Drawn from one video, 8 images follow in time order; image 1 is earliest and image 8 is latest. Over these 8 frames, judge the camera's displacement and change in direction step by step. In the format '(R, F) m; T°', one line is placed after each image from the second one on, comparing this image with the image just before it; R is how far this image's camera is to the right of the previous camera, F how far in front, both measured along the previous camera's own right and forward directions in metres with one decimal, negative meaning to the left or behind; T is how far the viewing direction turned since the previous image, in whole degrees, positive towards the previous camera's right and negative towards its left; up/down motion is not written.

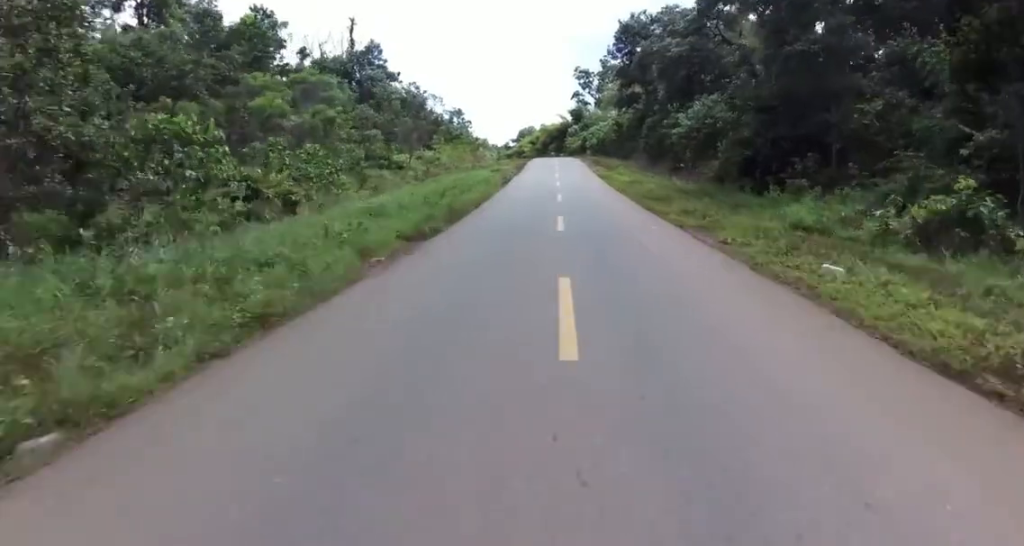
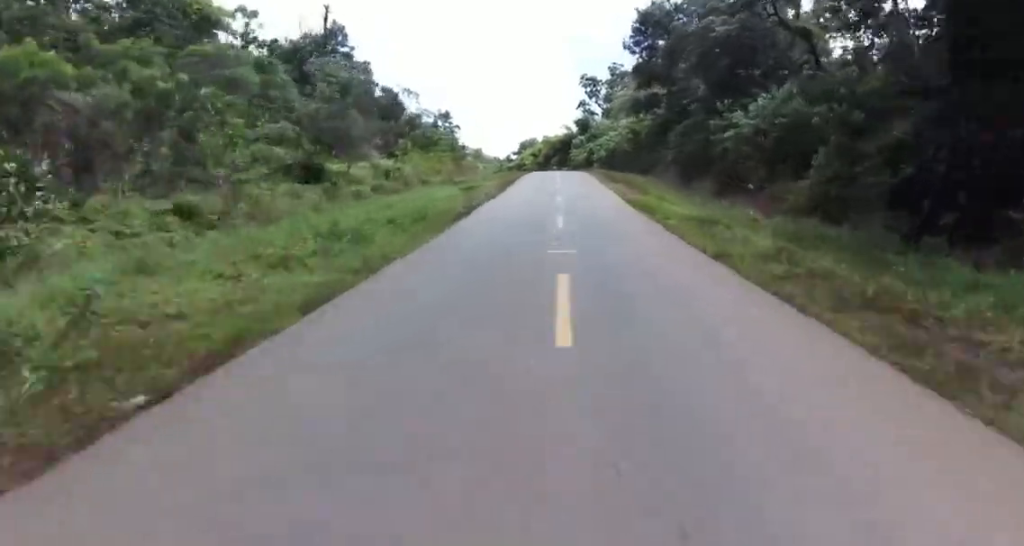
(-0.1, +14.8) m; -1°
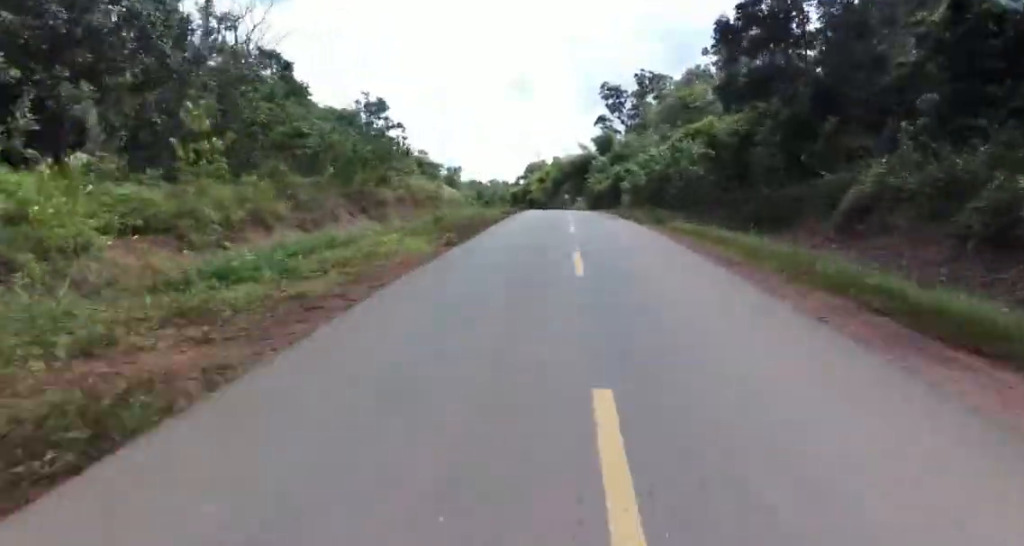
(-0.3, +37.1) m; -1°
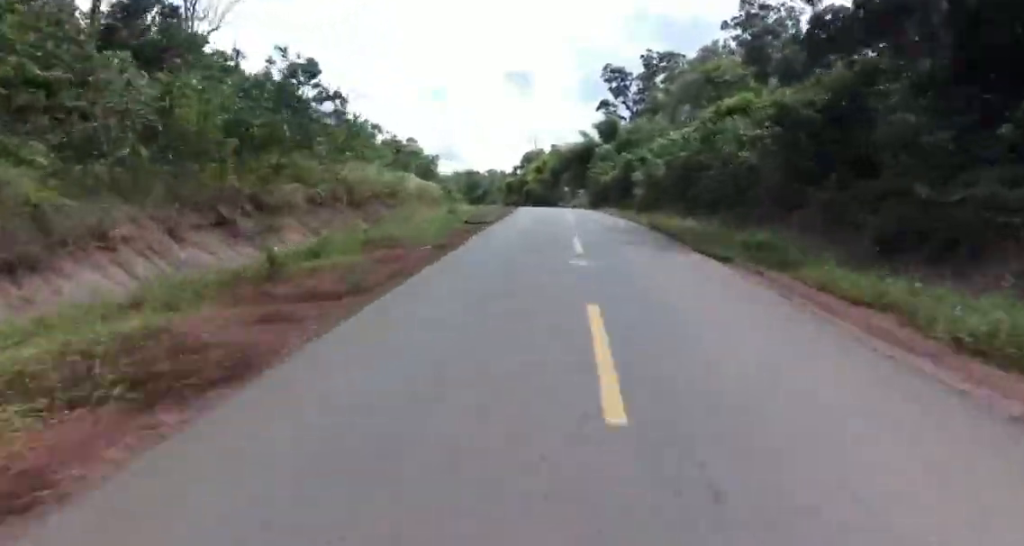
(+0.5, +13.2) m; -1°
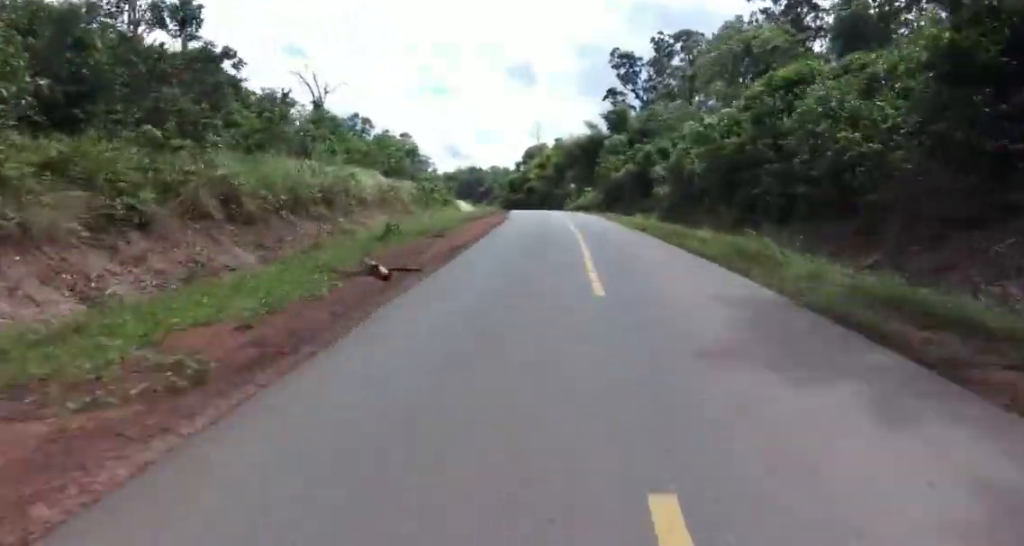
(-0.7, +12.7) m; -2°
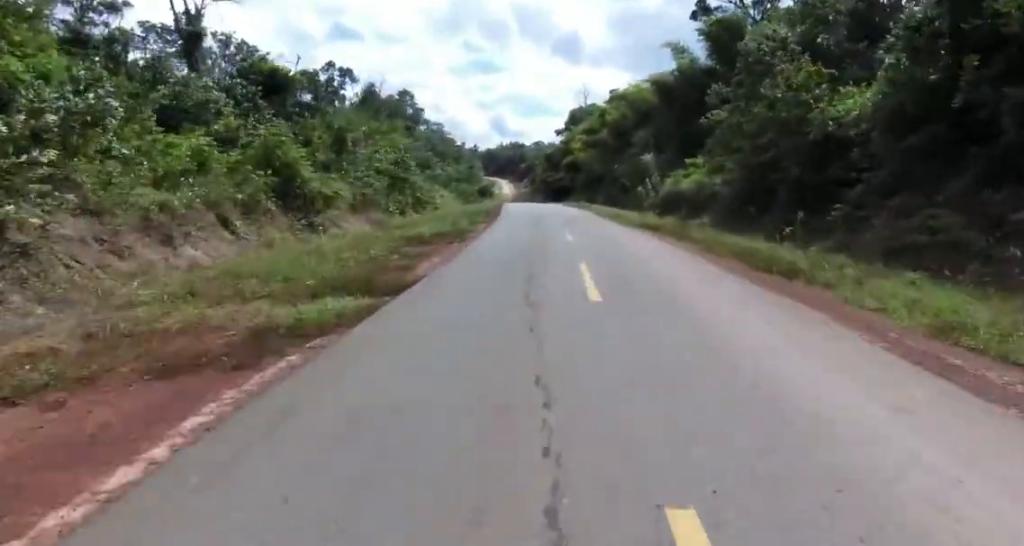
(-1.7, +48.4) m; -2°
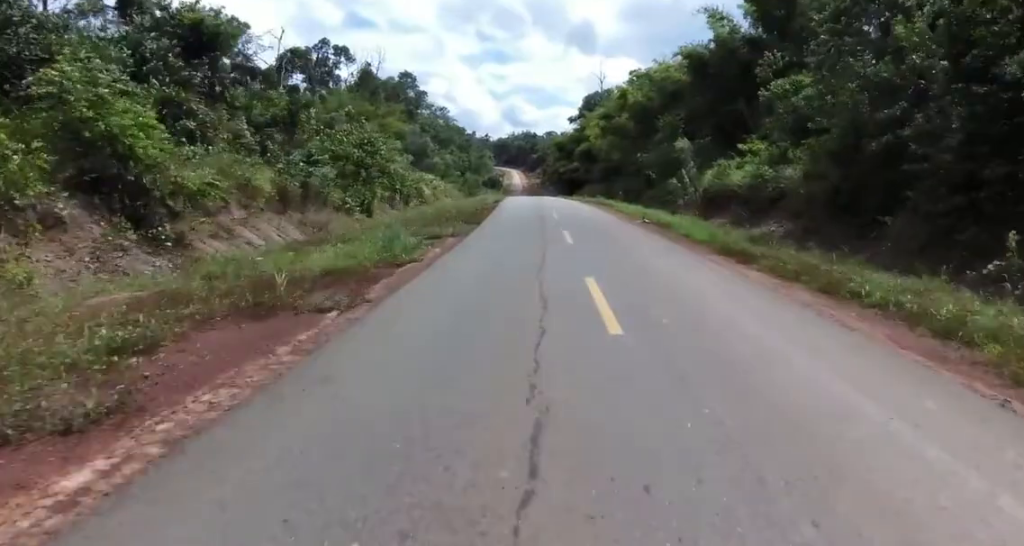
(+0.2, +10.0) m; 0°
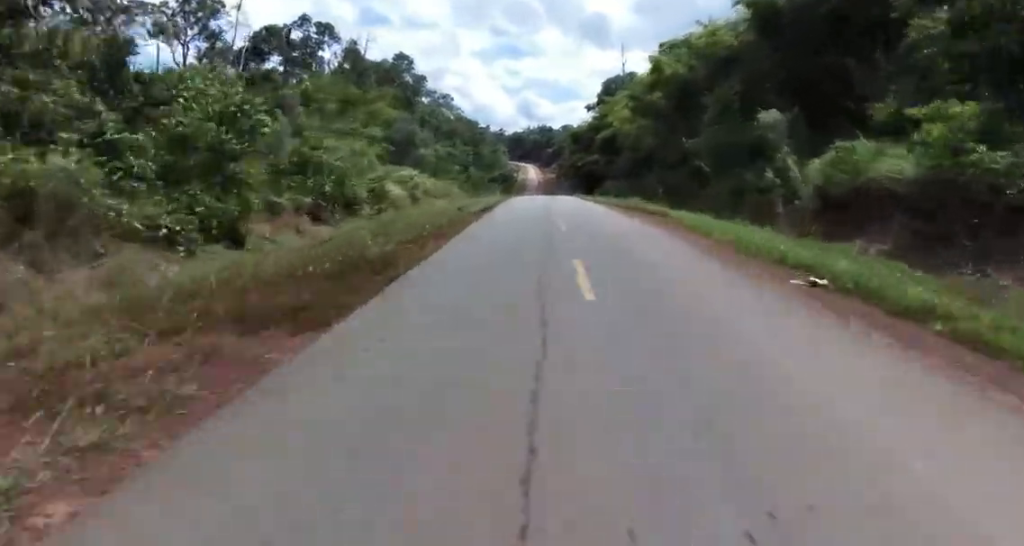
(-0.2, +14.0) m; -1°
